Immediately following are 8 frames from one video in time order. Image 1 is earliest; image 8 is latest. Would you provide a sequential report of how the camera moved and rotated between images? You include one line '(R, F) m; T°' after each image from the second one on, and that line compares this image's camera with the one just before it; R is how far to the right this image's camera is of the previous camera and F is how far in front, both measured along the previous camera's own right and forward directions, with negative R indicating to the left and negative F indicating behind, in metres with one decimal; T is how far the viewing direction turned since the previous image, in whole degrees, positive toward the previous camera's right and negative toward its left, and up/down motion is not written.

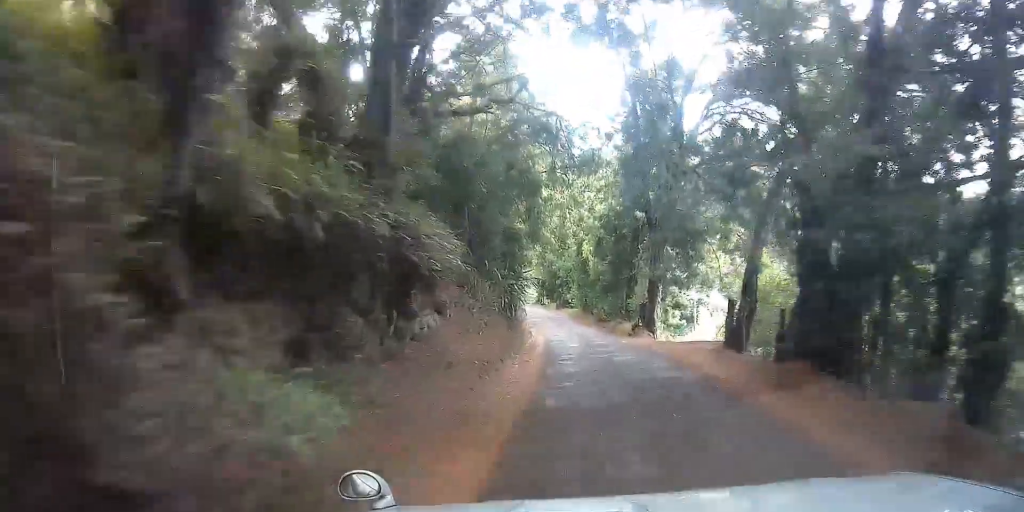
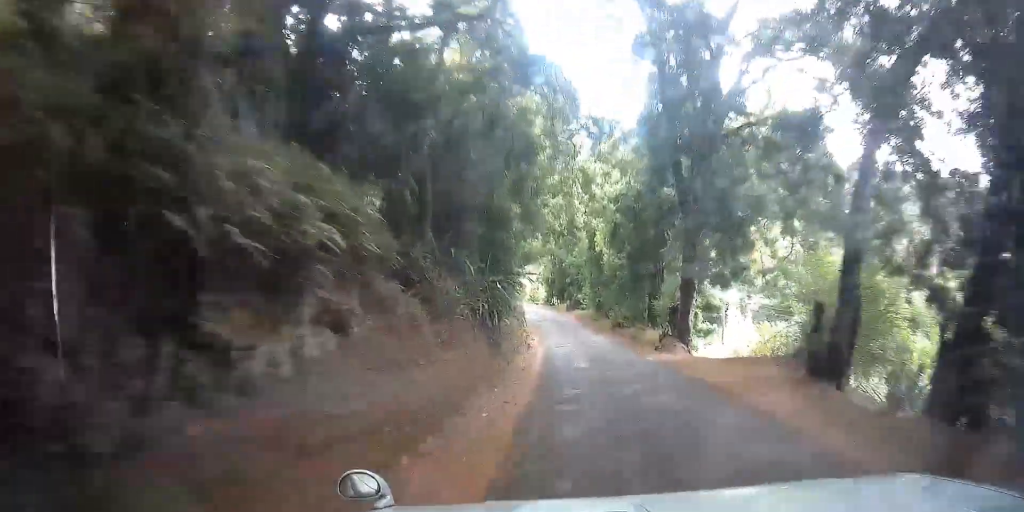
(0.0, +4.6) m; -1°
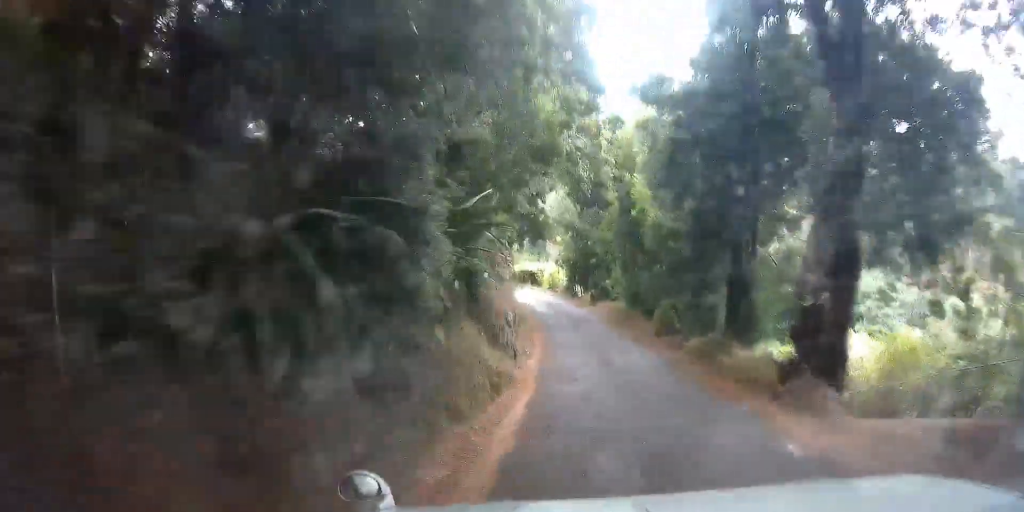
(-0.4, +8.8) m; -8°
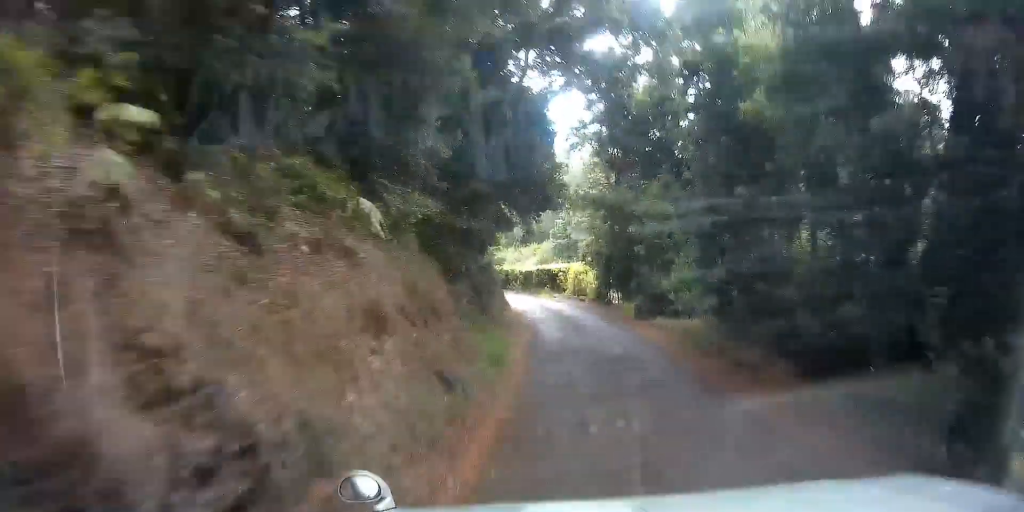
(-2.0, +12.1) m; -21°
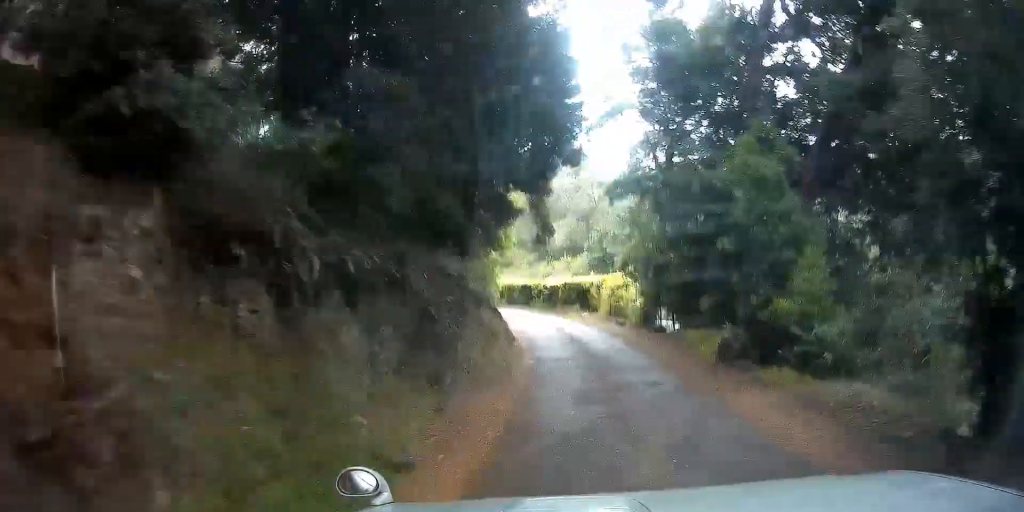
(-1.1, +8.5) m; -9°
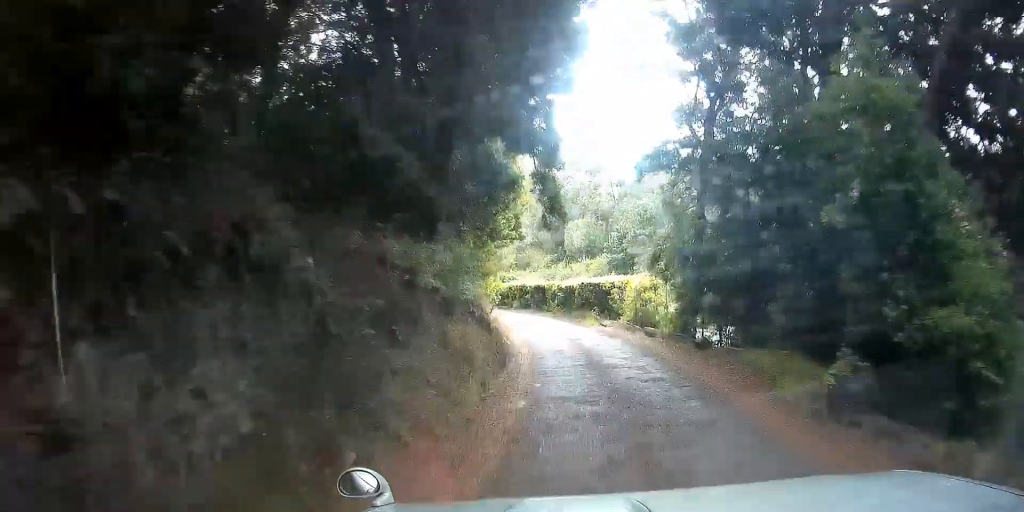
(-0.2, +4.9) m; -3°
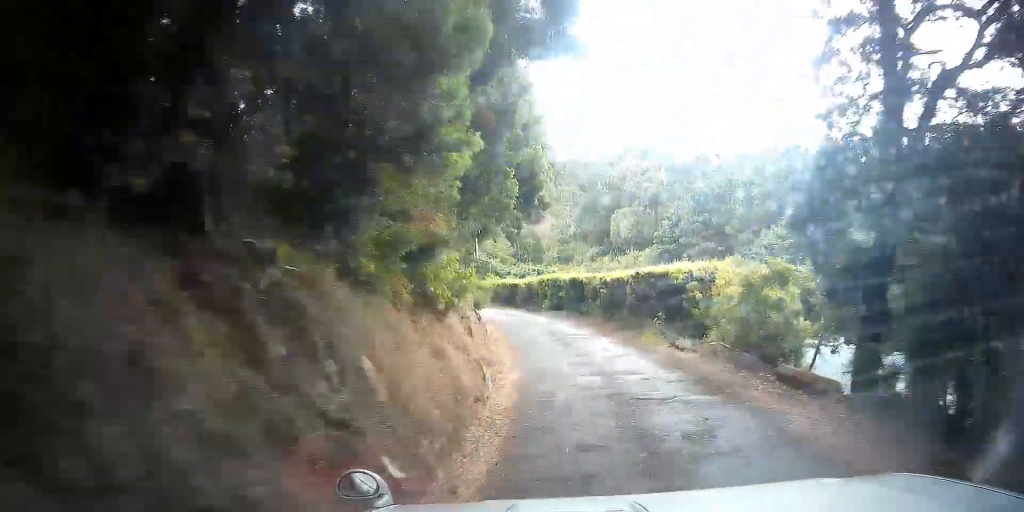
(-0.2, +11.8) m; -3°
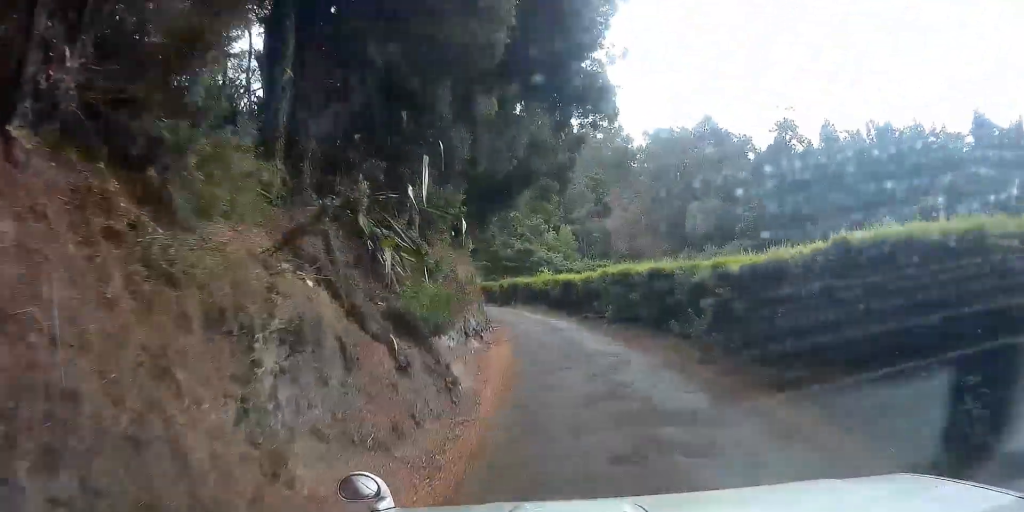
(-0.7, +13.6) m; -4°
